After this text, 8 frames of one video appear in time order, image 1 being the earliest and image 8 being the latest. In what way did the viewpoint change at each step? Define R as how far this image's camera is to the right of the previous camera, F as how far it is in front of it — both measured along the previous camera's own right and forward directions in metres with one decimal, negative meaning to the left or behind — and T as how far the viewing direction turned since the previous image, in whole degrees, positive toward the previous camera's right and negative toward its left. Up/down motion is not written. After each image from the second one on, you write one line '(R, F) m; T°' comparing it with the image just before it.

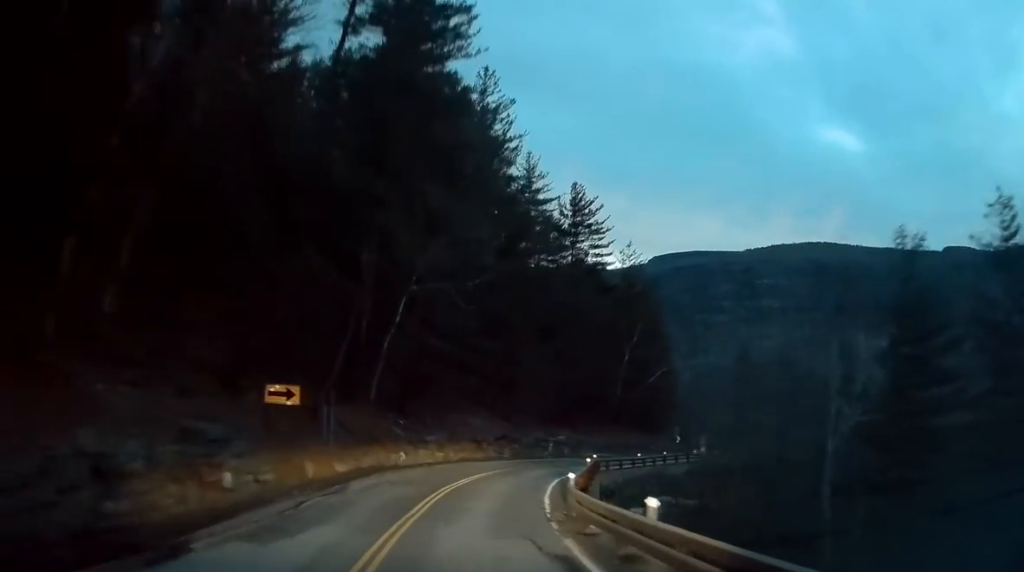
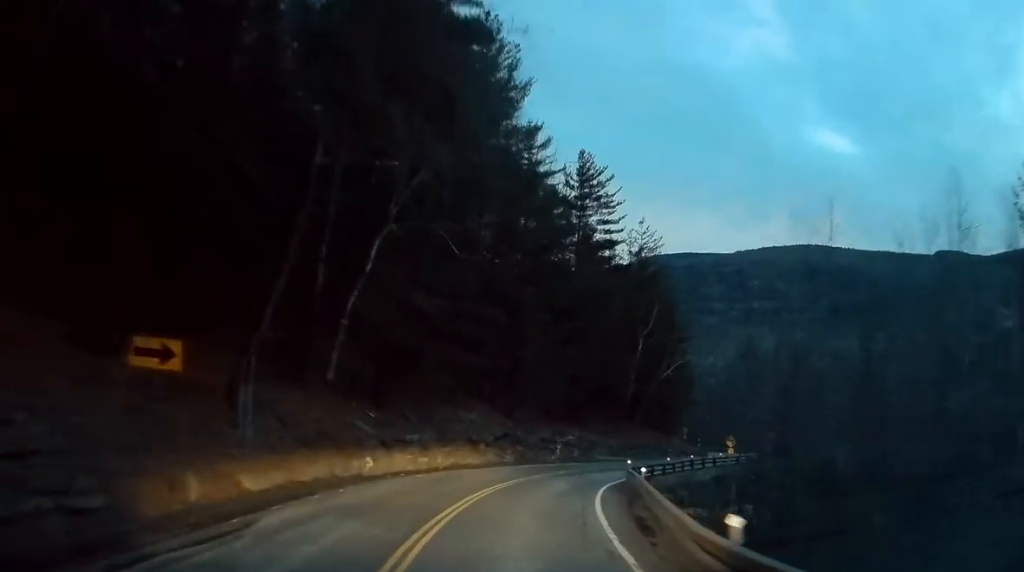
(+0.3, +9.5) m; +4°
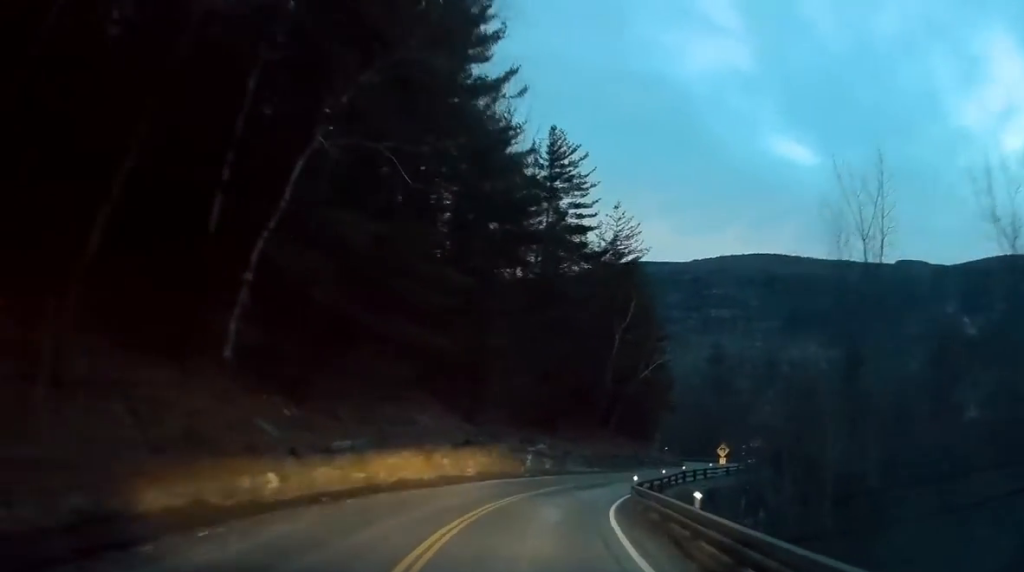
(+0.3, +7.5) m; +3°
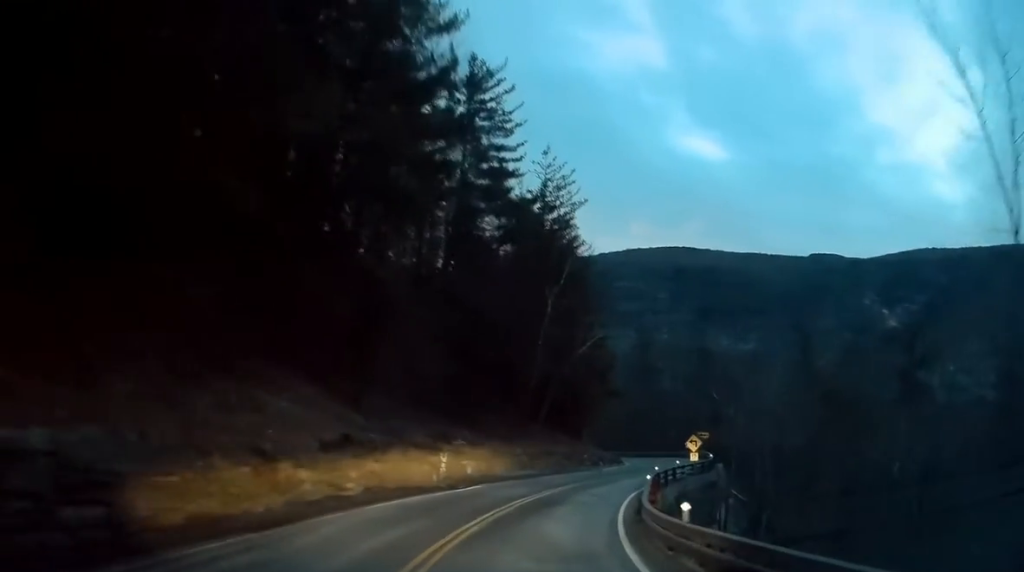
(+0.6, +11.9) m; +8°
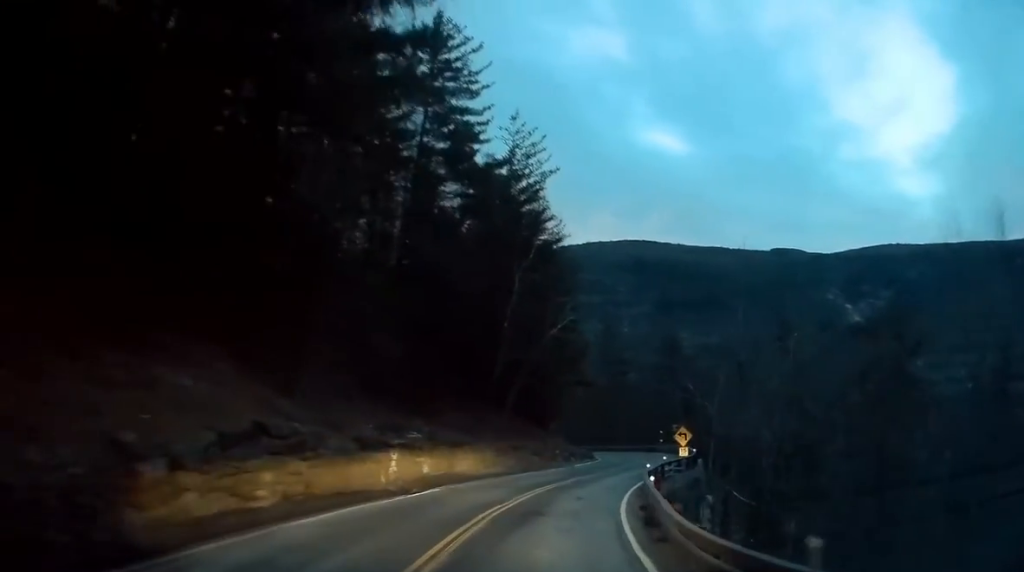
(+0.1, +4.8) m; +5°
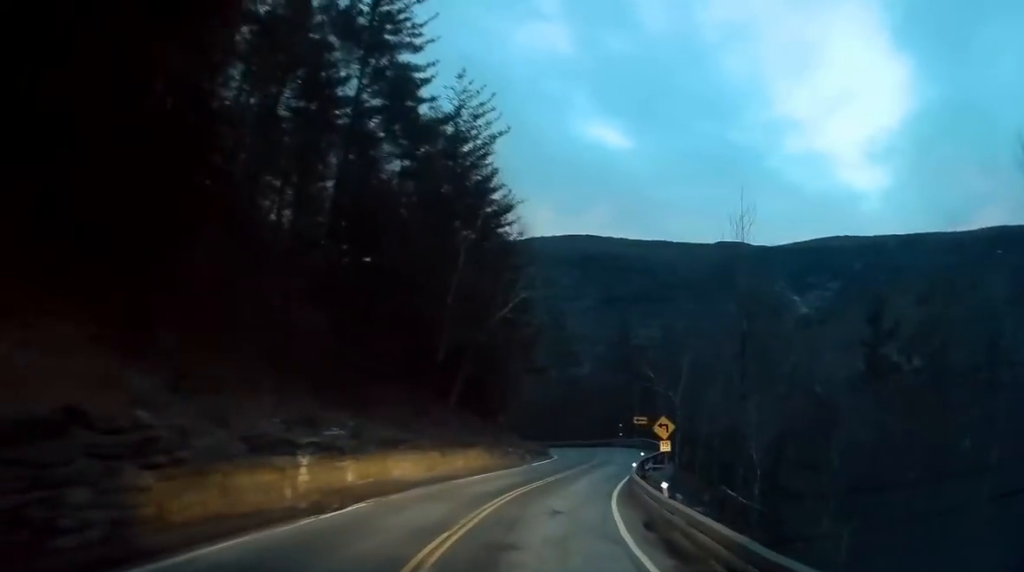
(+0.4, +5.4) m; +7°
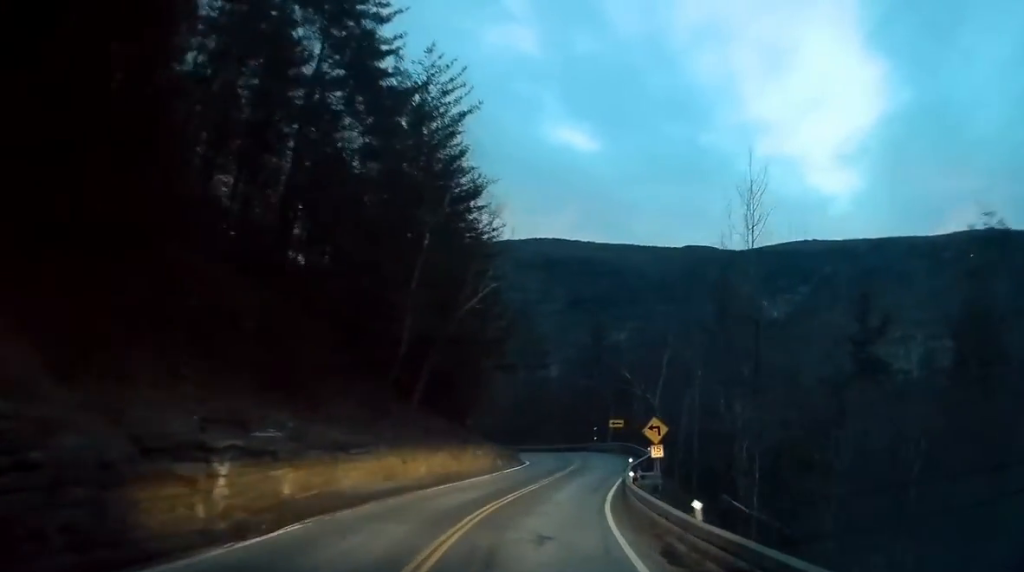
(+0.1, +3.6) m; +4°
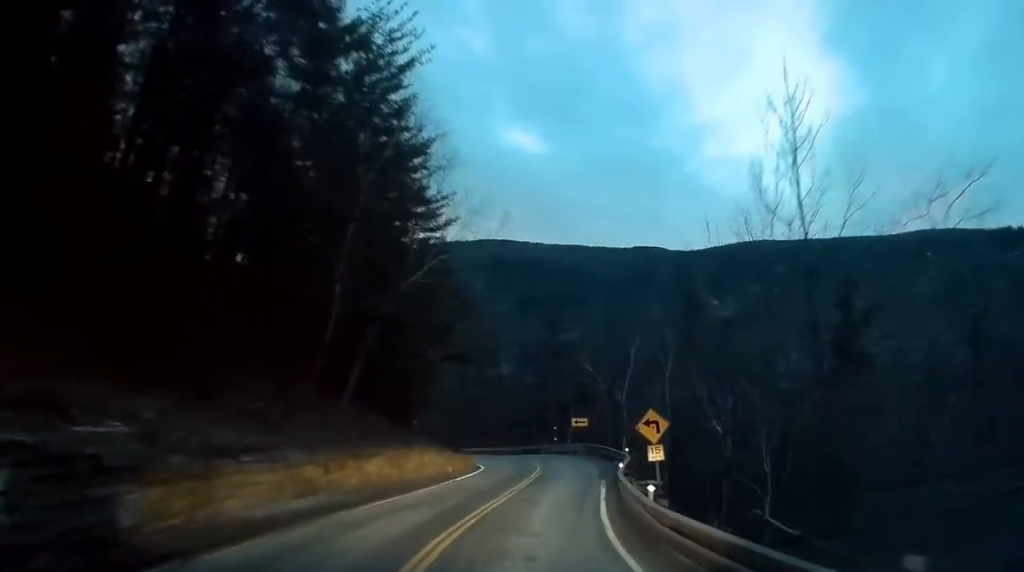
(+0.4, +5.8) m; +4°
